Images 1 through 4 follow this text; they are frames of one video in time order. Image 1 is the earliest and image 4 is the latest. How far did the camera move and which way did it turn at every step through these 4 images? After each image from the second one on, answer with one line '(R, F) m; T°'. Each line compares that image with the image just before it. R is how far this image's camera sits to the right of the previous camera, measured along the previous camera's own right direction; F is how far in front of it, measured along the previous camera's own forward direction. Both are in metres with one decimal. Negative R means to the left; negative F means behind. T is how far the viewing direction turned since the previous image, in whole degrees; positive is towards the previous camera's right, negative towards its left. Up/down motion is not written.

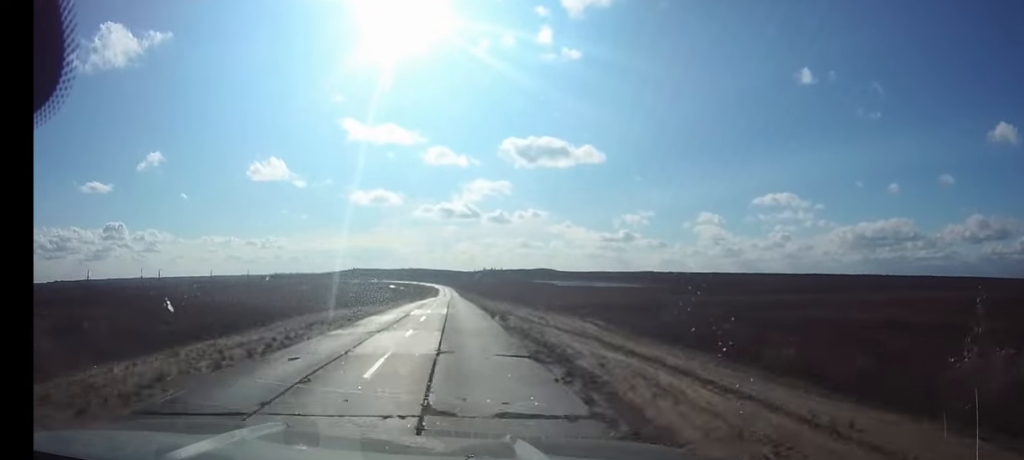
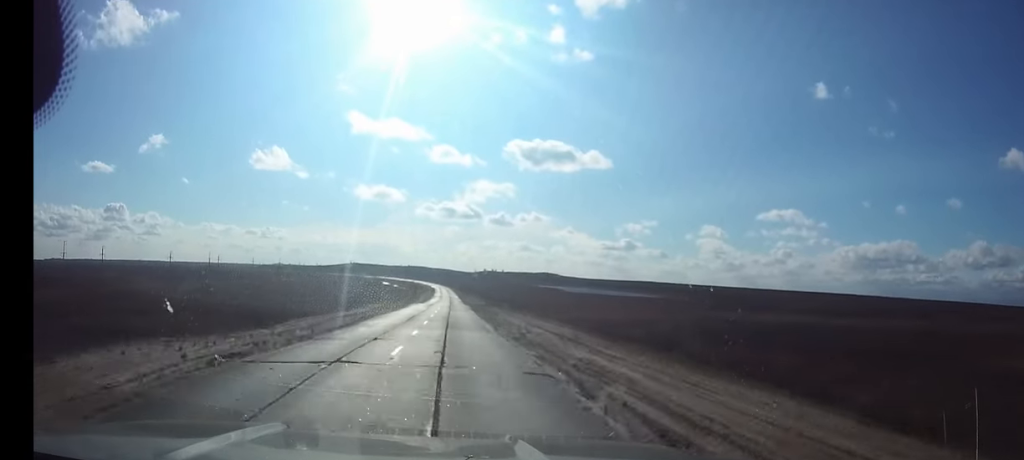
(0.0, +37.3) m; 0°
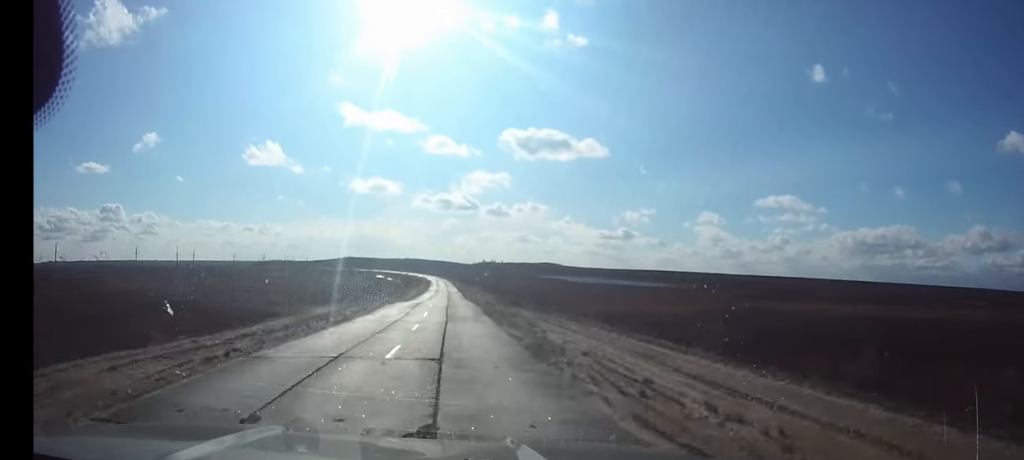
(0.0, +23.2) m; 0°
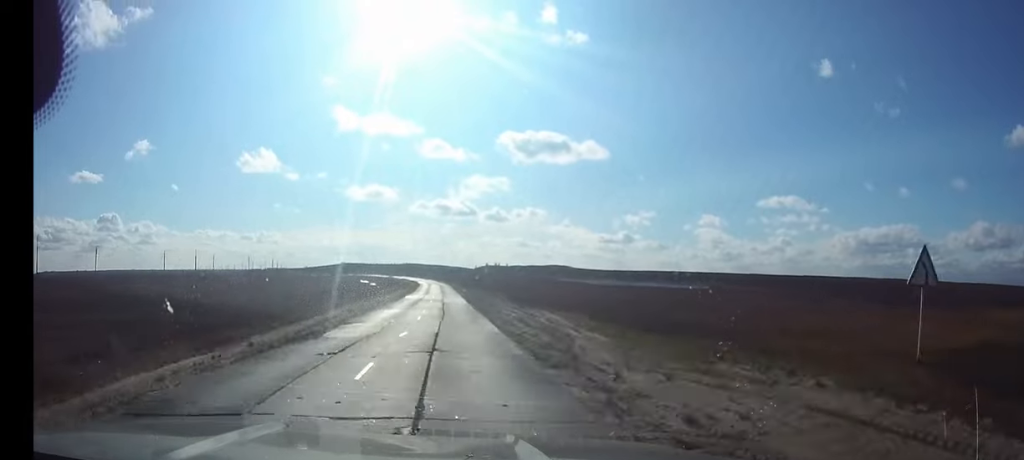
(0.0, +69.7) m; 0°
